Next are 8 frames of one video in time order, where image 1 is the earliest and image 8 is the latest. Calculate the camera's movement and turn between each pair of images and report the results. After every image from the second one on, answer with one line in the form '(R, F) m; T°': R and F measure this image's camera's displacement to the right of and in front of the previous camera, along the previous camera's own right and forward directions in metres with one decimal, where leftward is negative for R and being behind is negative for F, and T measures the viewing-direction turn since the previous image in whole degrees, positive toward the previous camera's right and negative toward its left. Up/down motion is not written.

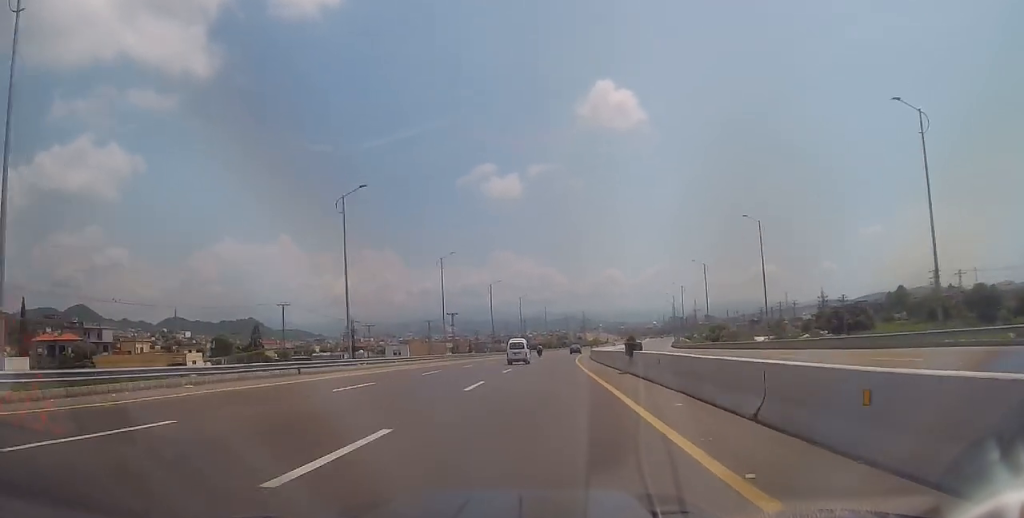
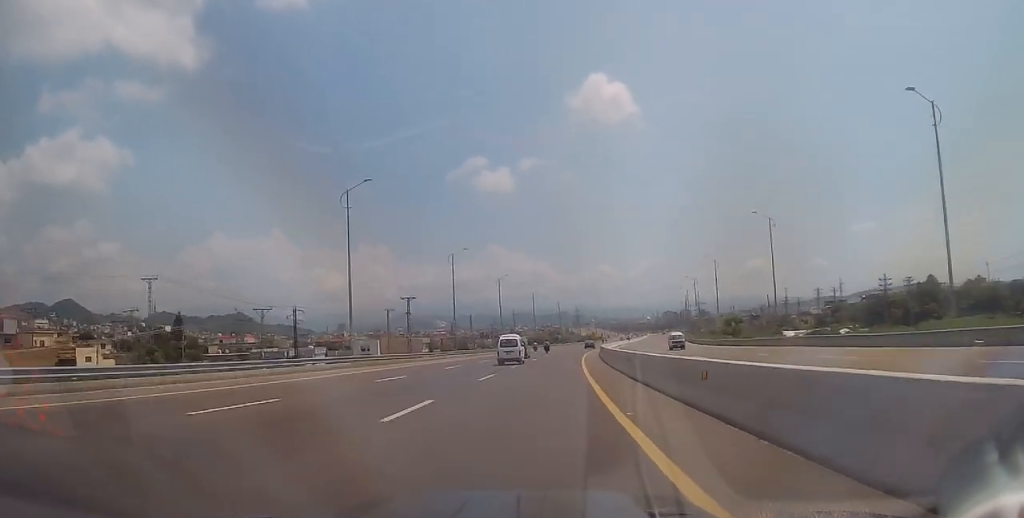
(+0.5, +30.9) m; +2°
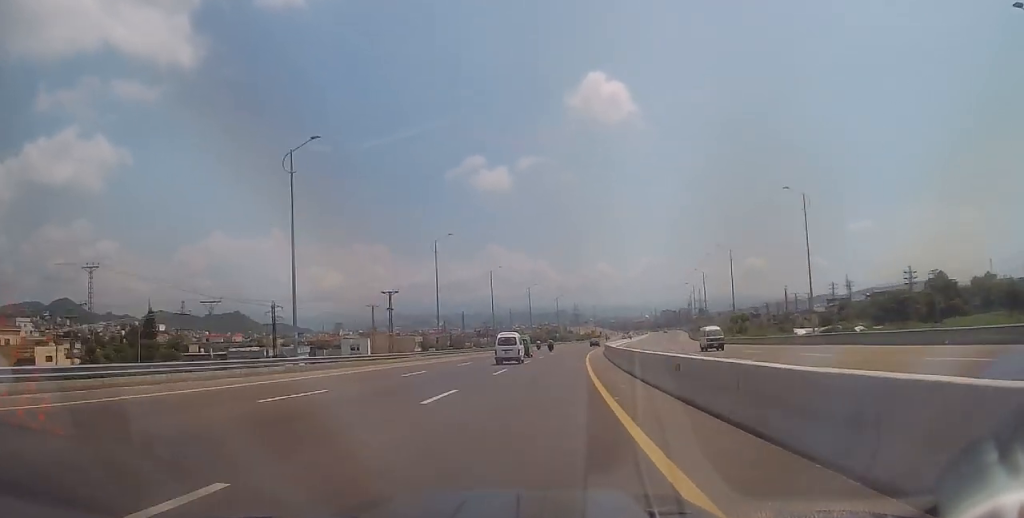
(+0.1, +9.0) m; +1°
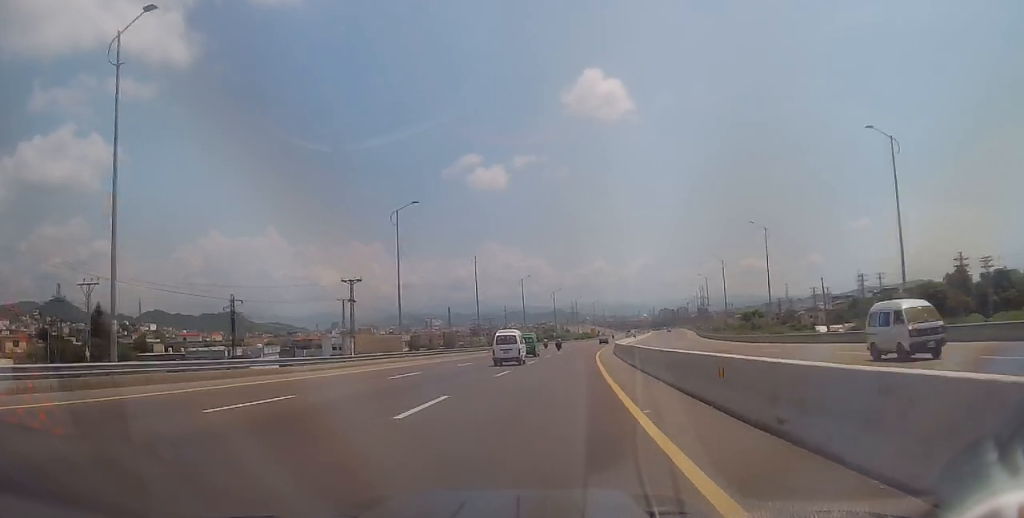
(0.0, +14.7) m; -1°
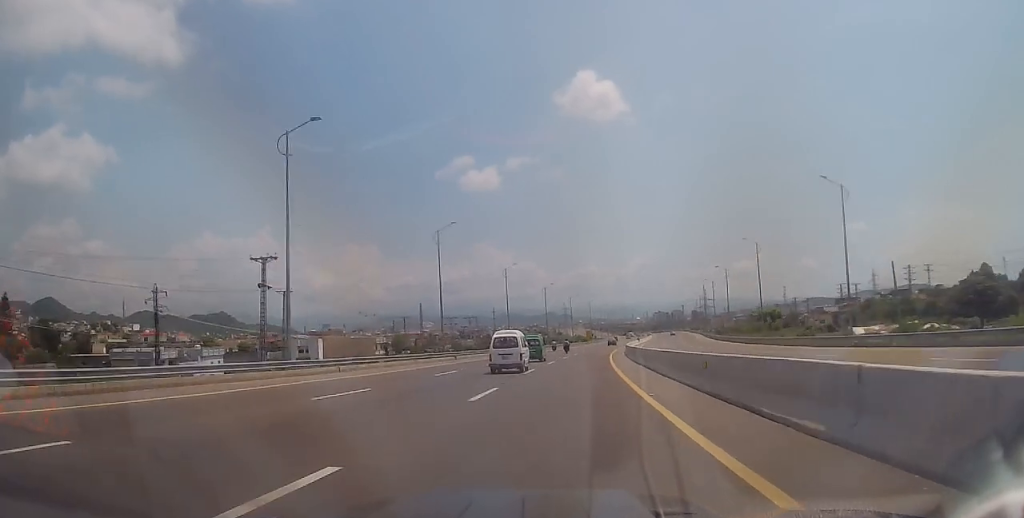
(-0.3, +19.9) m; 0°
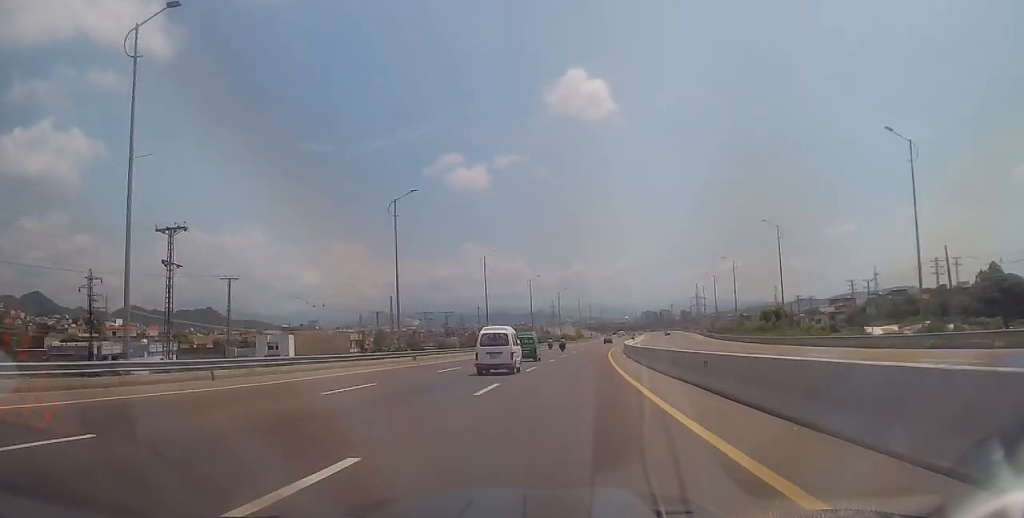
(-0.3, +11.5) m; +1°
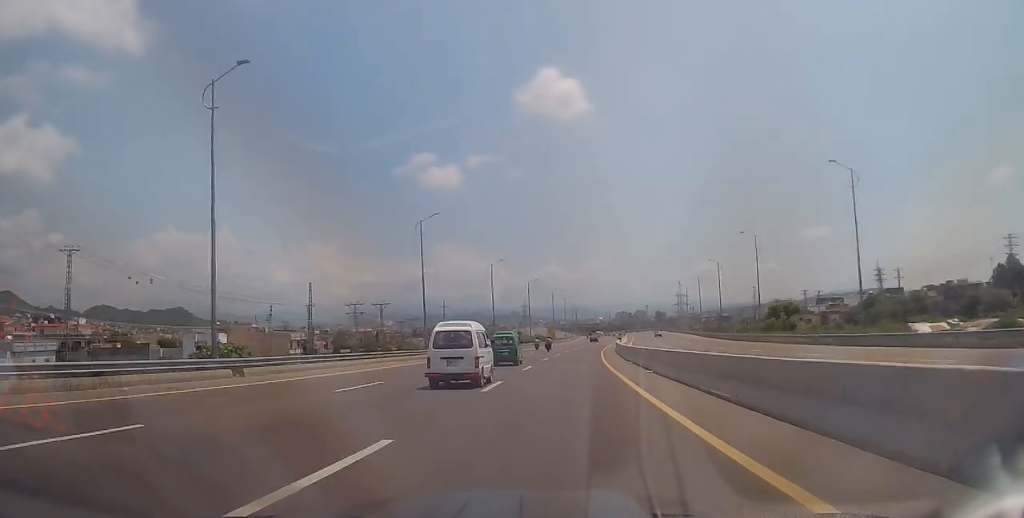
(+1.0, +22.7) m; +3°
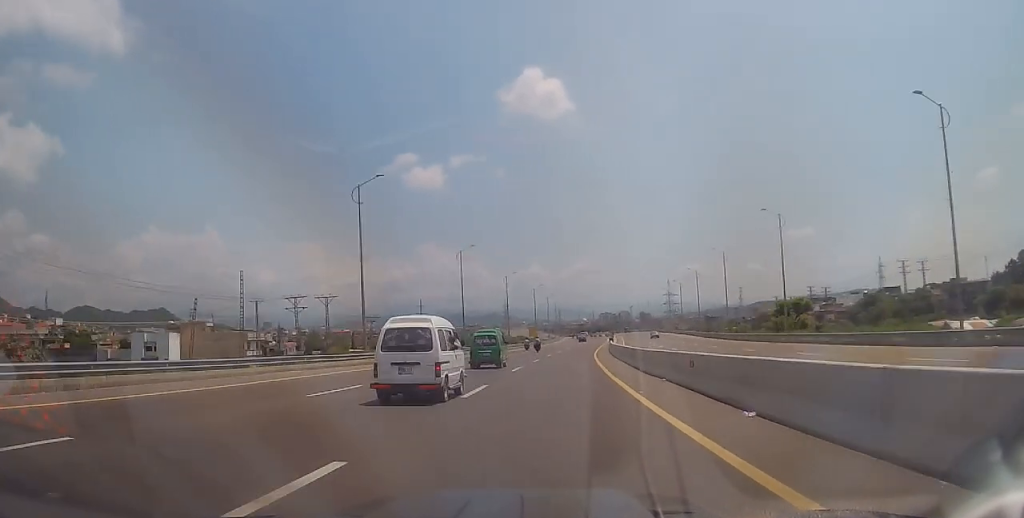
(0.0, +13.3) m; +1°
